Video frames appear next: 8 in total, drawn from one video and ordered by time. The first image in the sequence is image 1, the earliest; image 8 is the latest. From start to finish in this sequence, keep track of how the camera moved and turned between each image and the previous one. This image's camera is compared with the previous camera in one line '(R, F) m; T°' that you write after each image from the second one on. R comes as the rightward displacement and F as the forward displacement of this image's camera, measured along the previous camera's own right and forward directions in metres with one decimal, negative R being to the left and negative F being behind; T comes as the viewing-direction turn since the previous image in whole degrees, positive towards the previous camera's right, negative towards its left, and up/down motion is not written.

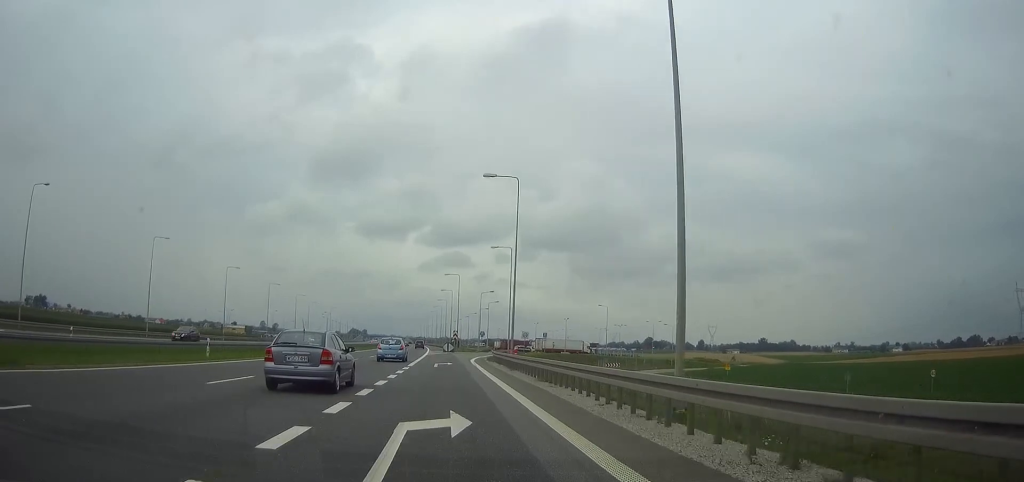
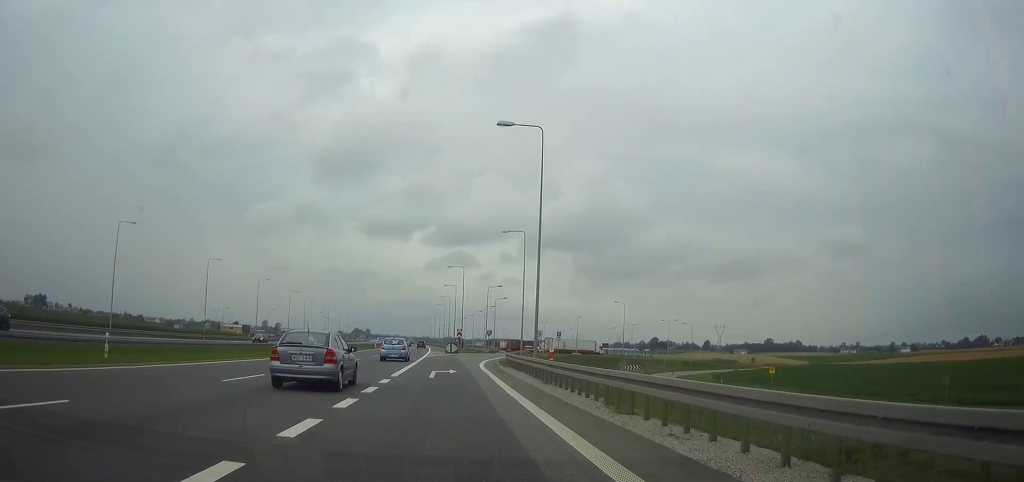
(-0.1, +10.5) m; 0°
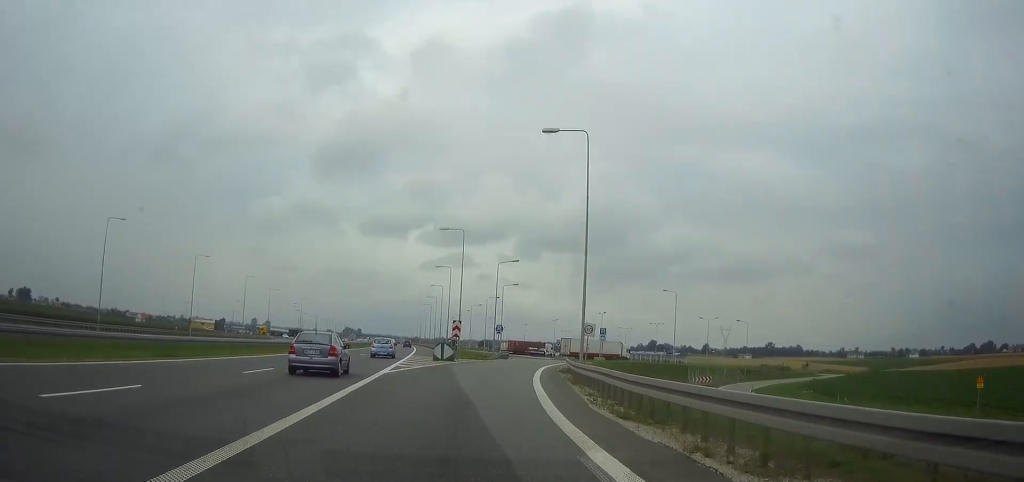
(-0.1, +32.8) m; +1°
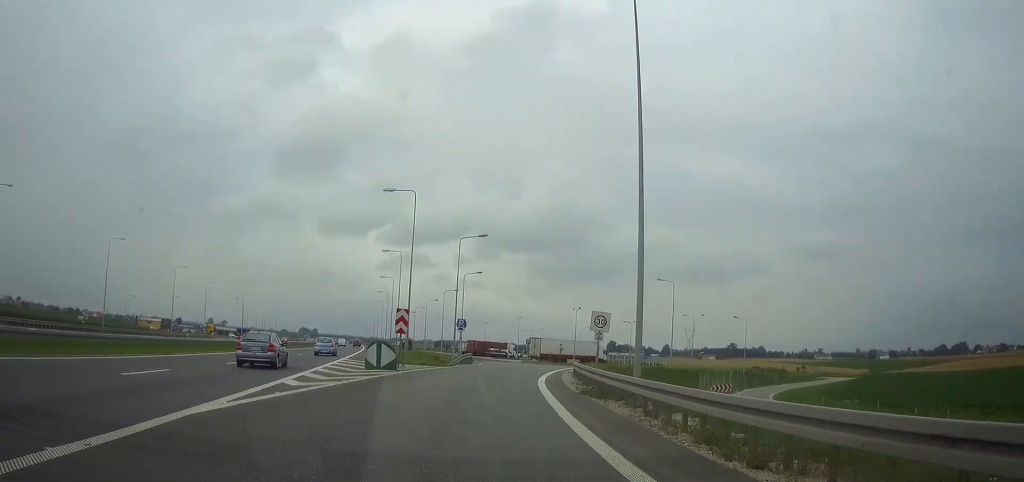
(+0.1, +17.2) m; +3°
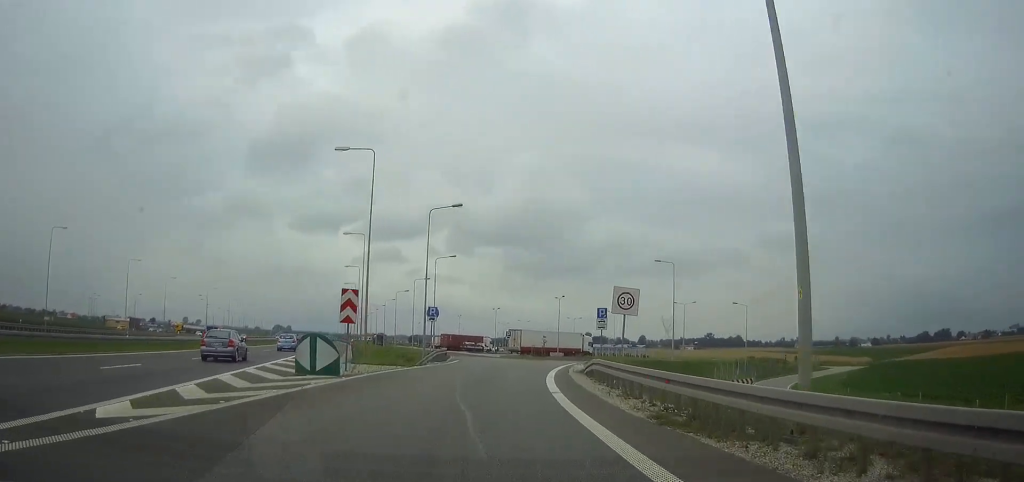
(+0.3, +9.8) m; +2°
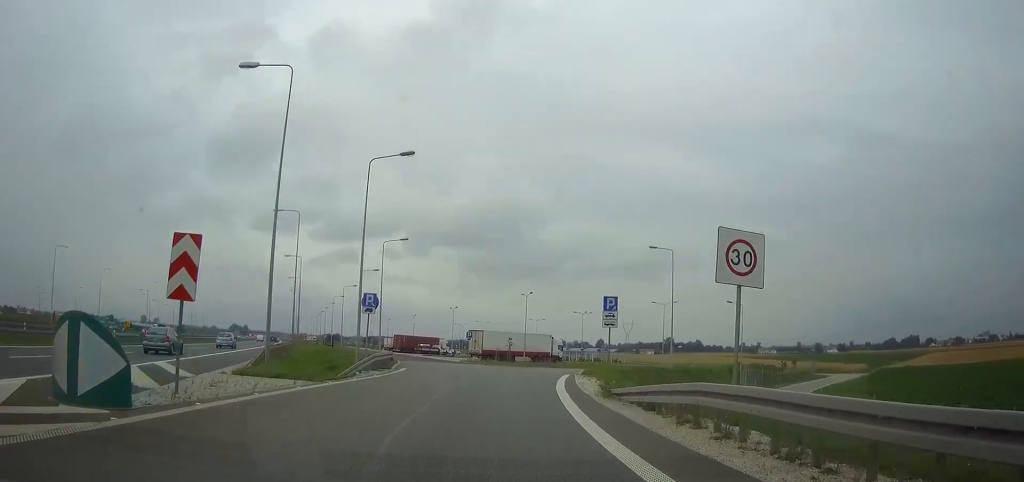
(+0.4, +12.9) m; +3°
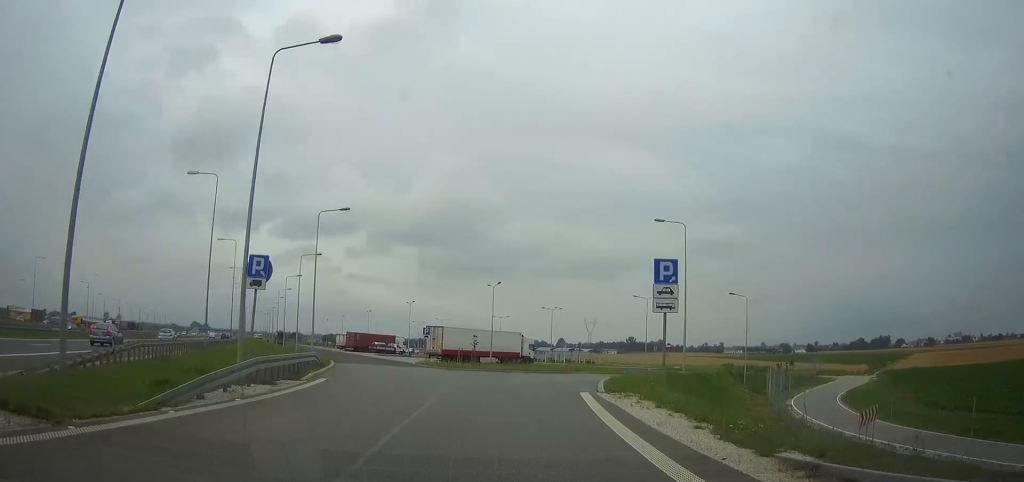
(+0.3, +12.8) m; +4°
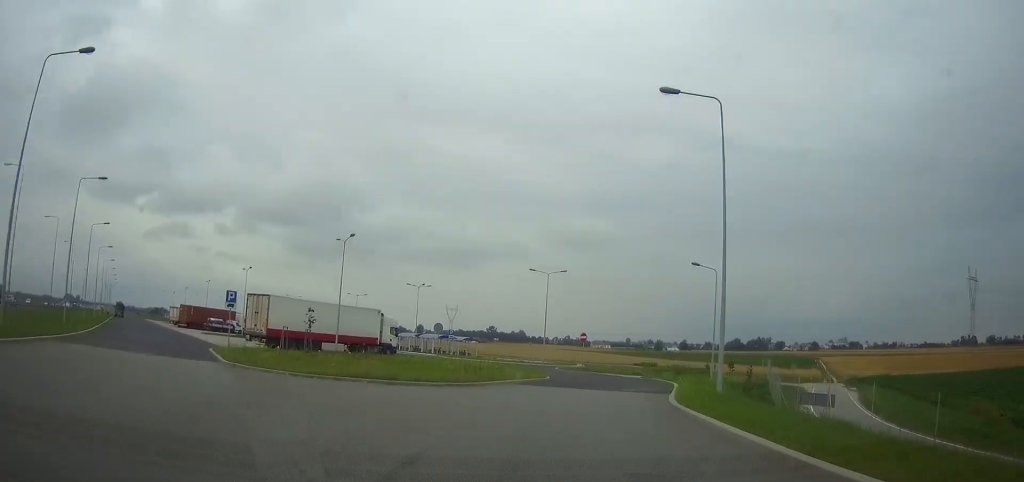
(+1.6, +23.5) m; +10°
